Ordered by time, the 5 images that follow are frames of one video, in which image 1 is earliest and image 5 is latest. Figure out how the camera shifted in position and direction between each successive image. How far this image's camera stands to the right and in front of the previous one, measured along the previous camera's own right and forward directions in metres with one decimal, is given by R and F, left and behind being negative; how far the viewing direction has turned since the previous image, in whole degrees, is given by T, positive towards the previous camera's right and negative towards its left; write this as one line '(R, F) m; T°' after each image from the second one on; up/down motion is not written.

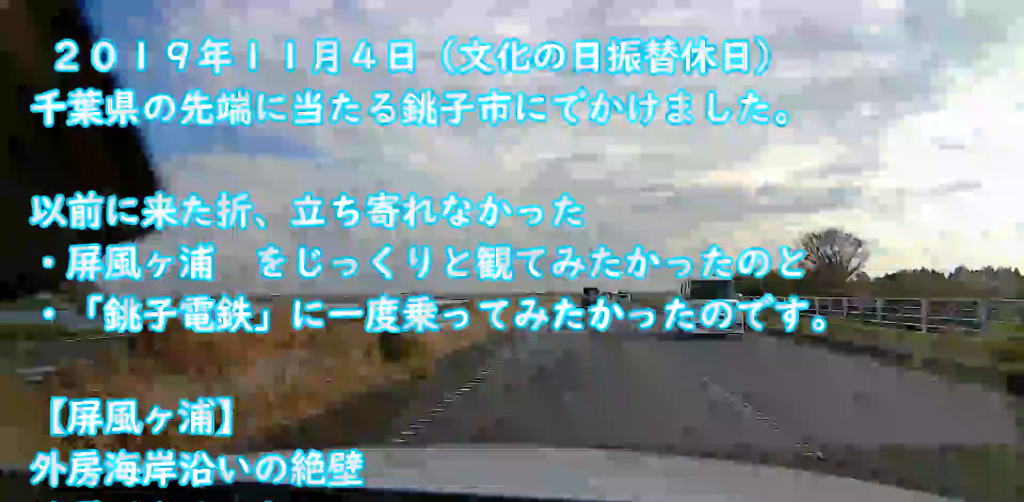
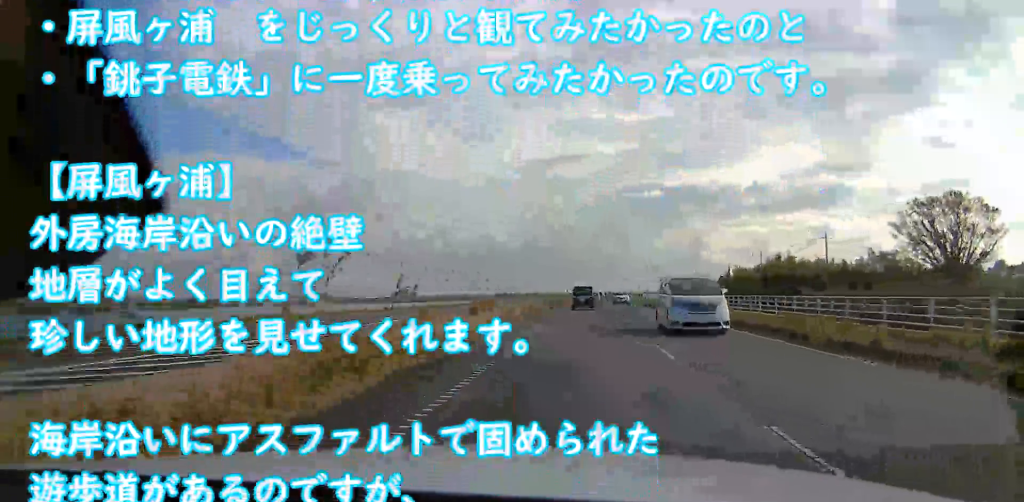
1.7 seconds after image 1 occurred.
(-3.4, +33.5) m; -10°
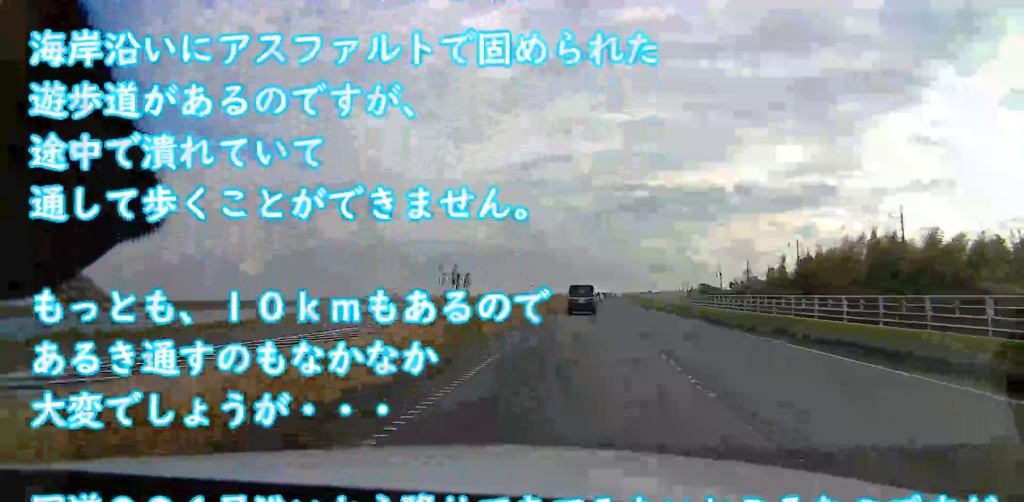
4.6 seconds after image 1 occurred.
(+5.2, +53.0) m; +9°
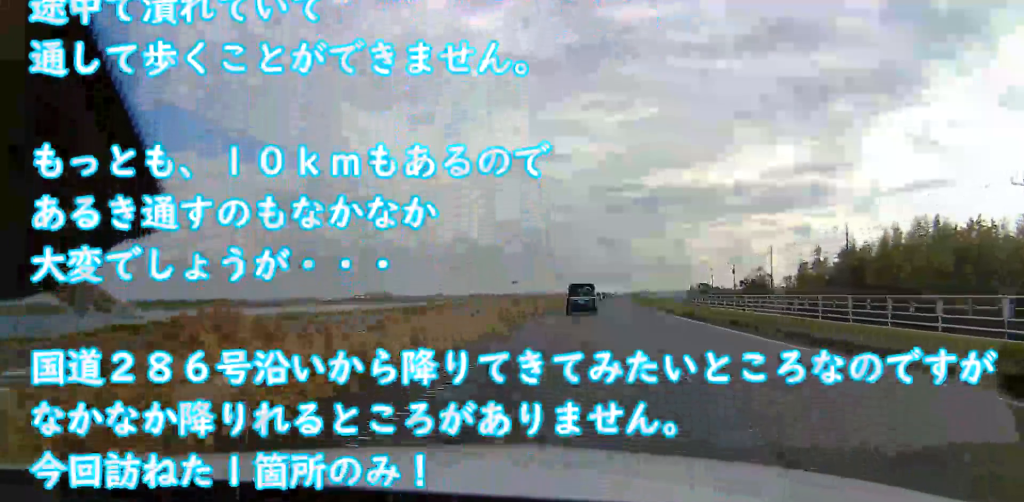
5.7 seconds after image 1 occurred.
(0.0, +19.1) m; +1°
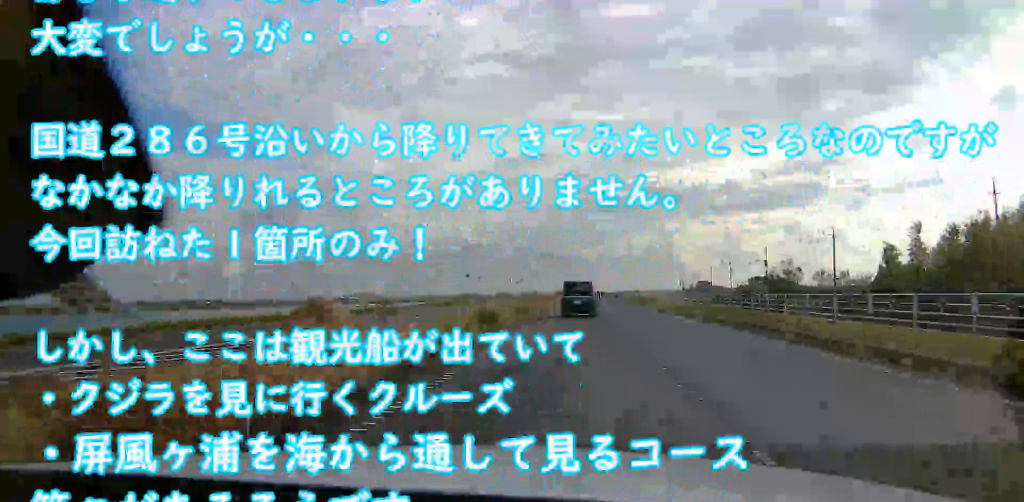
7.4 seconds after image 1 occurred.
(+0.7, +29.9) m; +1°
